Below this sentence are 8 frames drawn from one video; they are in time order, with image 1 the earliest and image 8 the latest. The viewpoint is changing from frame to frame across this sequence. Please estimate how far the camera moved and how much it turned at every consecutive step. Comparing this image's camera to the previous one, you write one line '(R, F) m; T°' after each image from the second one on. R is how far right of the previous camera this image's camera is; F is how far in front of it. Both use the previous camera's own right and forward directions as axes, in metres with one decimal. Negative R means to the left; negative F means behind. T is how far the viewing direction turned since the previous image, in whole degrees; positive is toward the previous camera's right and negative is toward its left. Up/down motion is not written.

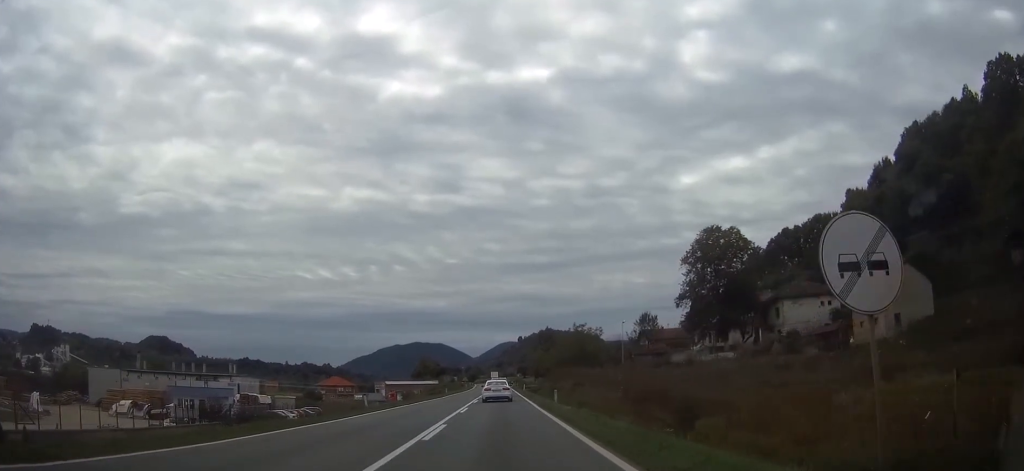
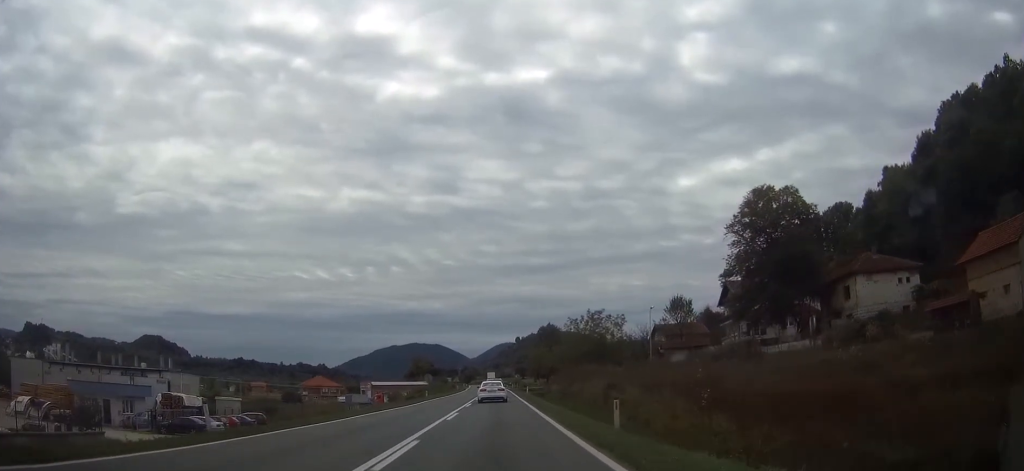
(+0.1, +19.3) m; 0°
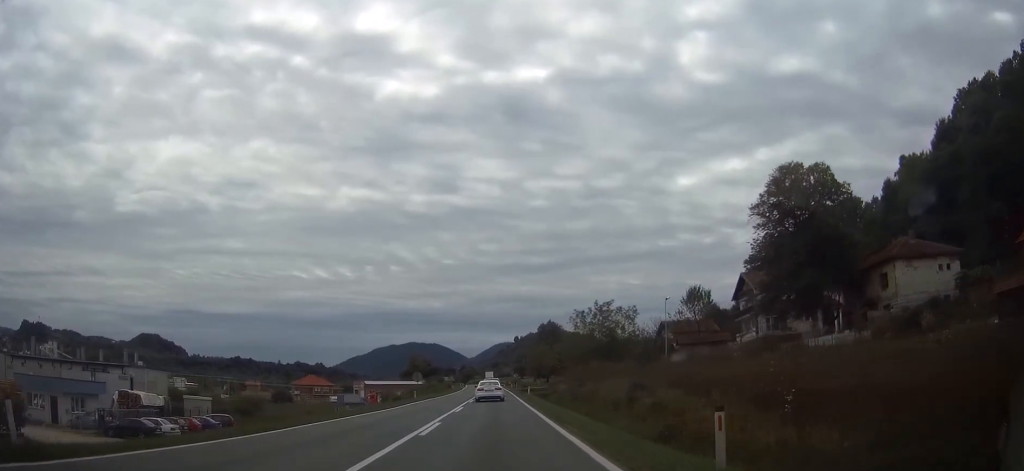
(0.0, +7.7) m; 0°
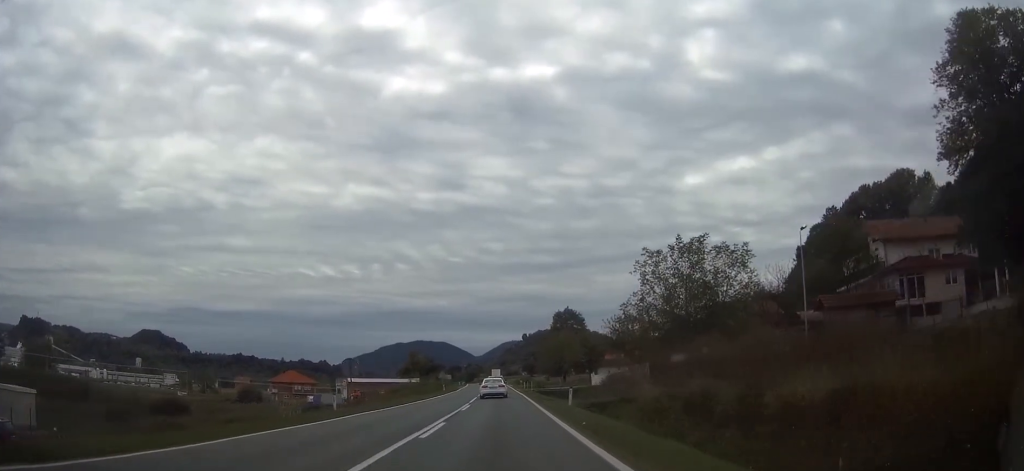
(-0.2, +30.4) m; -1°
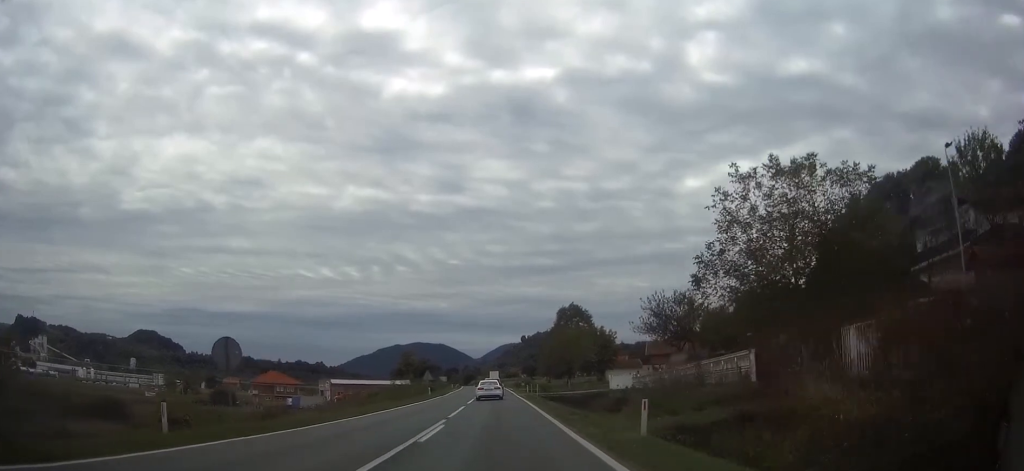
(0.0, +14.9) m; 0°
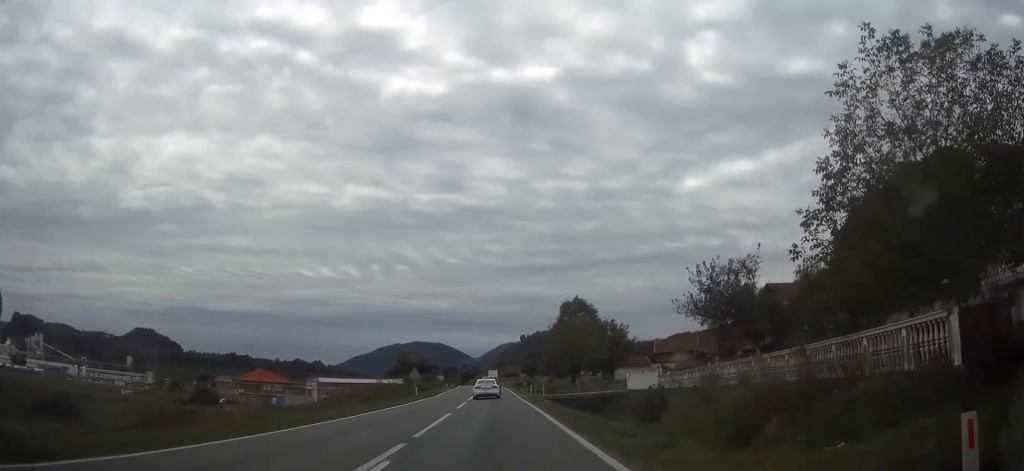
(0.0, +9.9) m; 0°
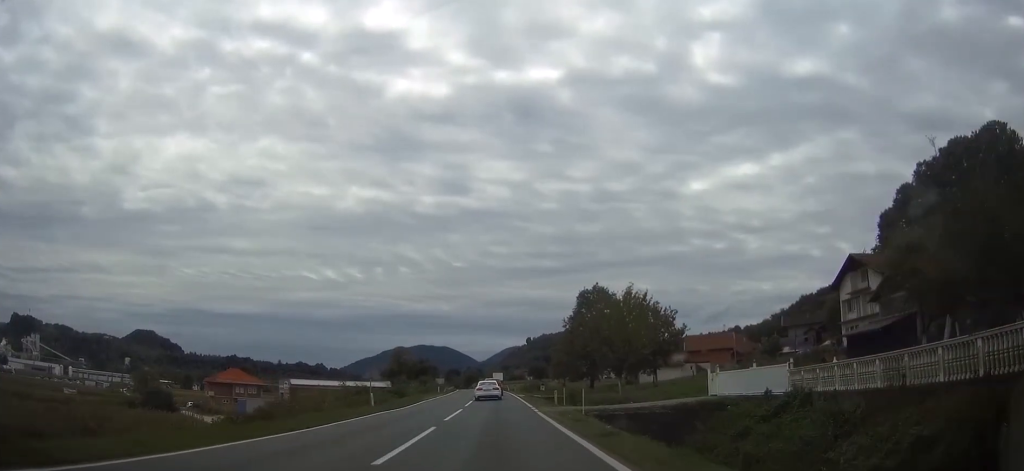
(0.0, +22.3) m; 0°
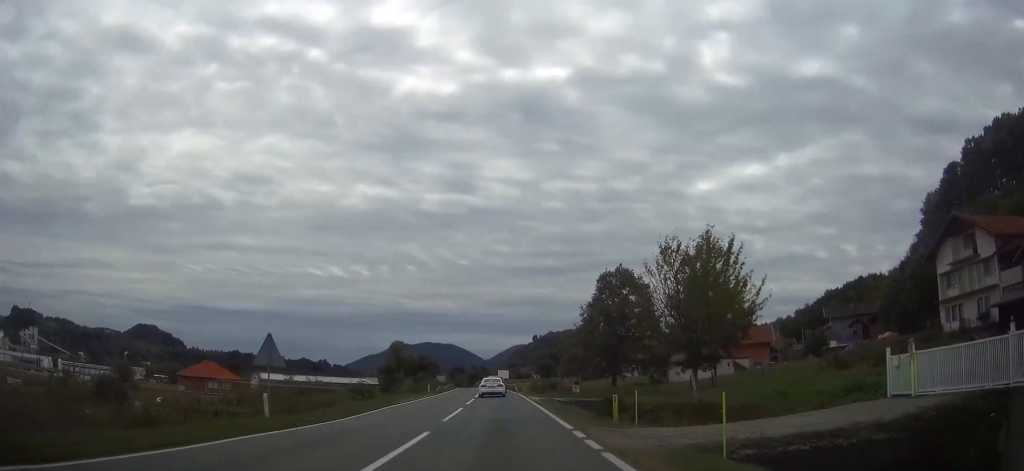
(0.0, +18.1) m; 0°
